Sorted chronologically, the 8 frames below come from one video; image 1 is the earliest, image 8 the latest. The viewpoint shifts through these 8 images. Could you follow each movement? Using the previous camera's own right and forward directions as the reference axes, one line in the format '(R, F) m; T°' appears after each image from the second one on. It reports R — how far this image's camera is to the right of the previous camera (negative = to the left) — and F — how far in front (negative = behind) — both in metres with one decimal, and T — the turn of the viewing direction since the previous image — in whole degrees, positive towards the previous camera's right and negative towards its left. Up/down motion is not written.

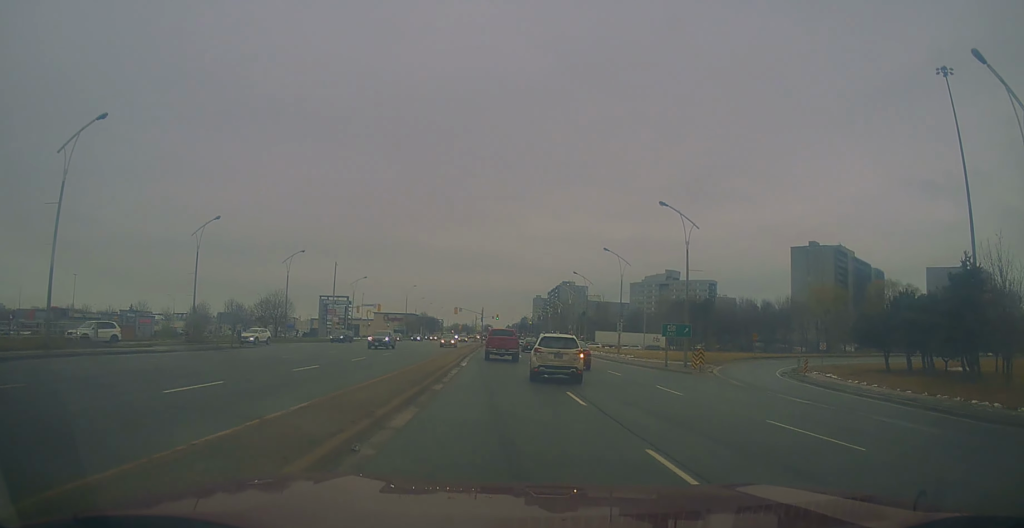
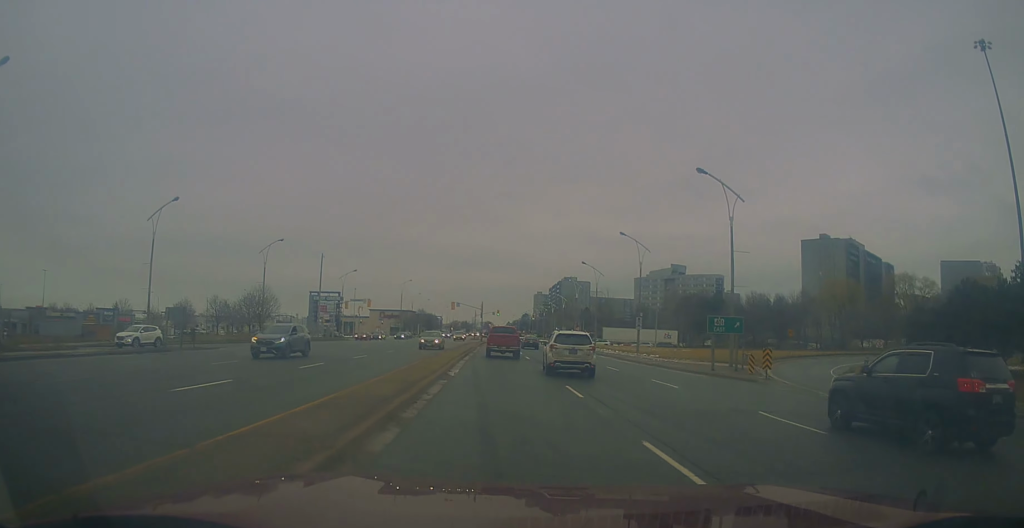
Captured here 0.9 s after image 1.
(+0.1, +8.5) m; 0°
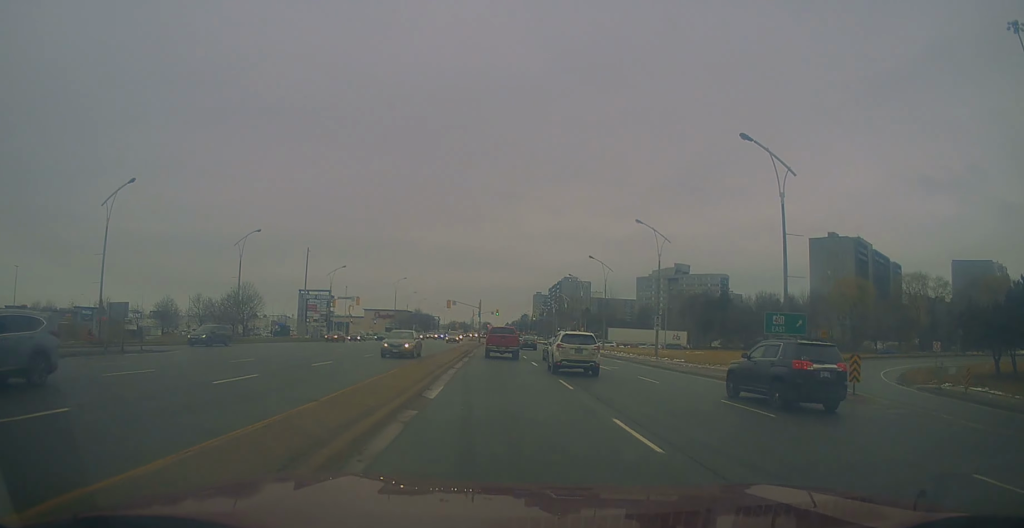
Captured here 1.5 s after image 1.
(-0.1, +6.9) m; -2°
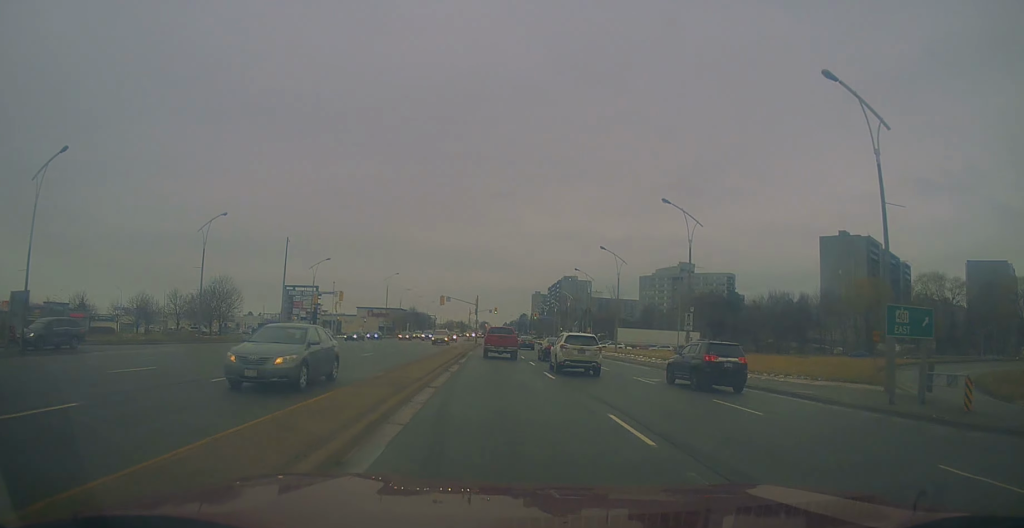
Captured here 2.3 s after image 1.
(-0.1, +8.7) m; +1°
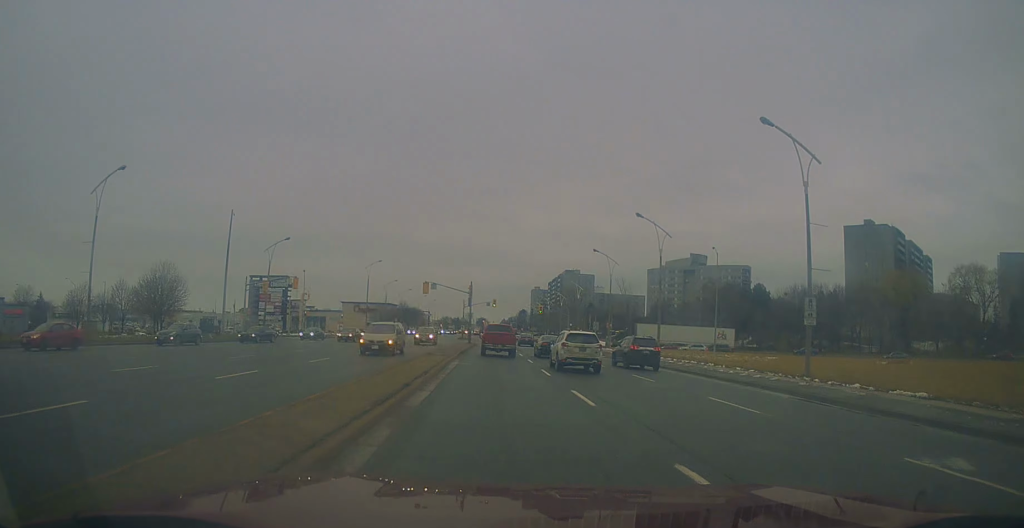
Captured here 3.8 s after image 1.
(+0.5, +17.7) m; +3°
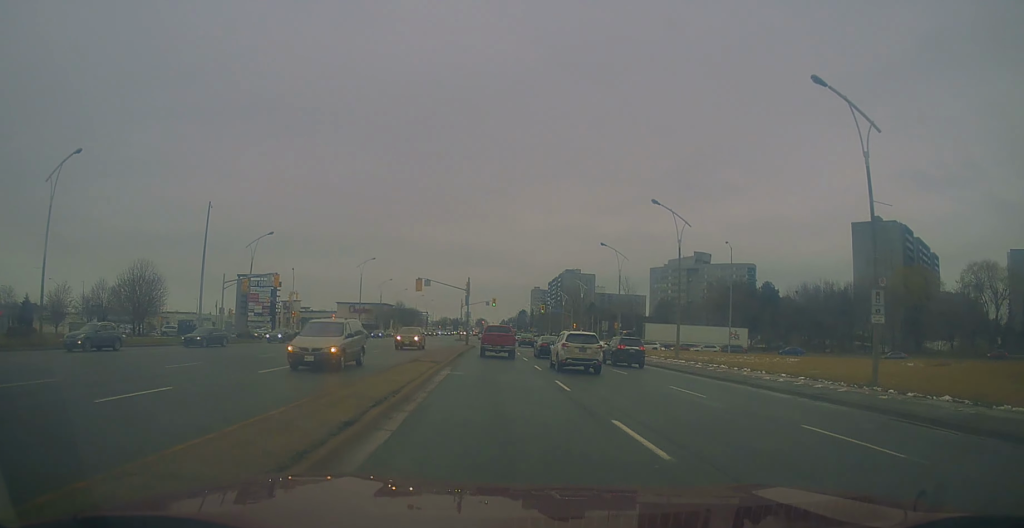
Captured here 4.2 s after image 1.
(+0.1, +5.5) m; 0°
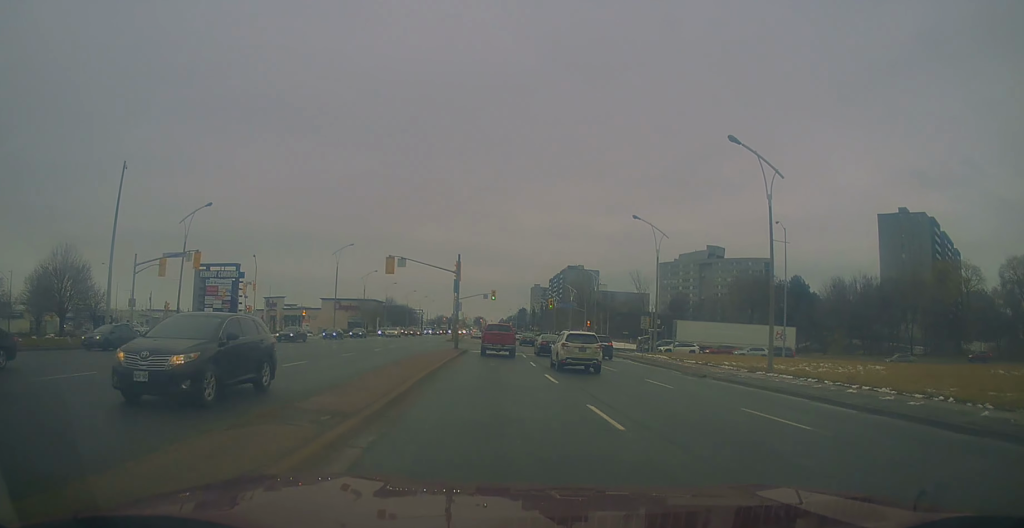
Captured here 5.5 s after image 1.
(-0.3, +16.0) m; 0°
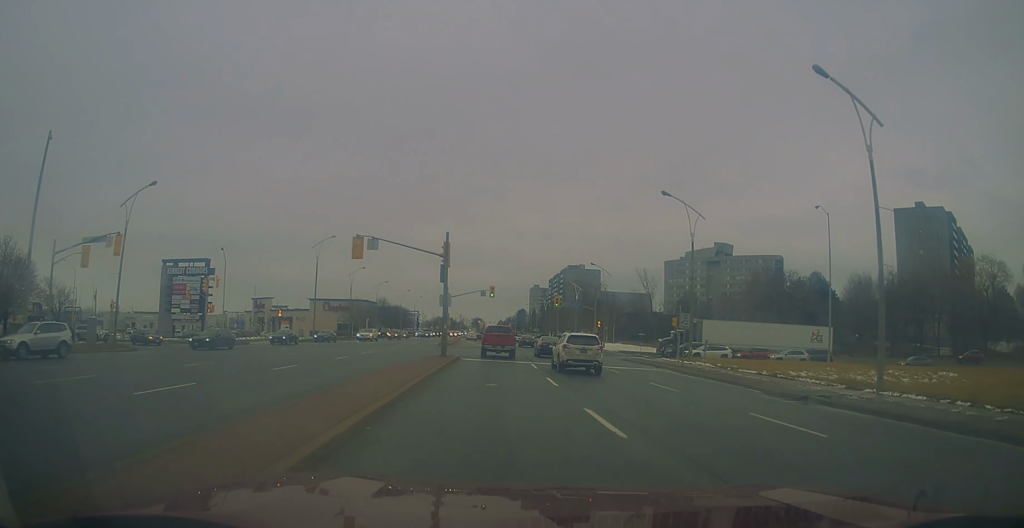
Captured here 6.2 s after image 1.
(+0.2, +9.6) m; 0°
